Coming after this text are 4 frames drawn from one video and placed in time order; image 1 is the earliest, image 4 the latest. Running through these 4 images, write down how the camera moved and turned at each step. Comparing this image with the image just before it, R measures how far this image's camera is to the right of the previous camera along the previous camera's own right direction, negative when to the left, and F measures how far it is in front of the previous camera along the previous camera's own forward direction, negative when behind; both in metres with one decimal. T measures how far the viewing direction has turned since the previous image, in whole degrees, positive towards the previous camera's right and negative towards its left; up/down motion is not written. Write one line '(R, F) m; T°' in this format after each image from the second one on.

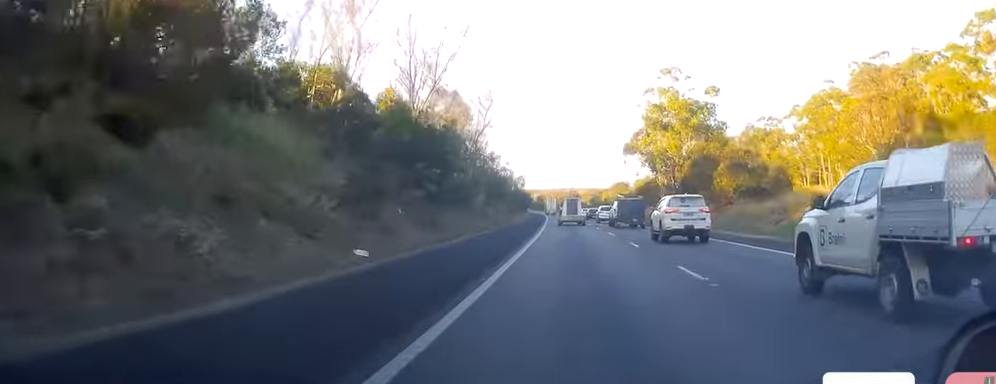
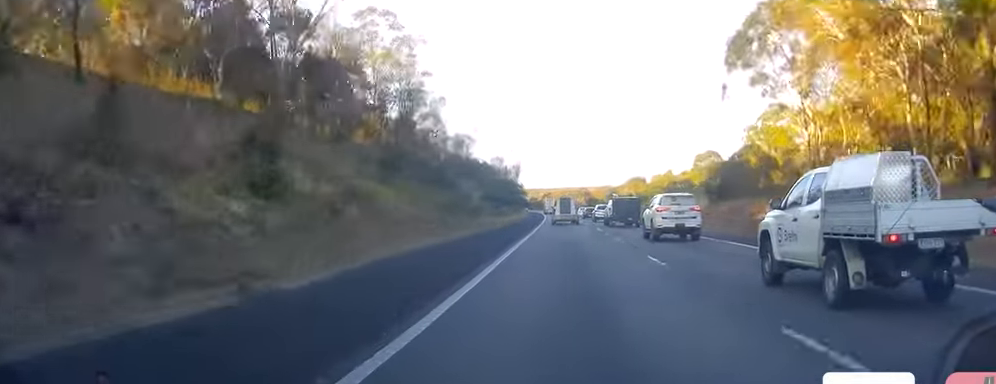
(-1.3, +57.0) m; -2°
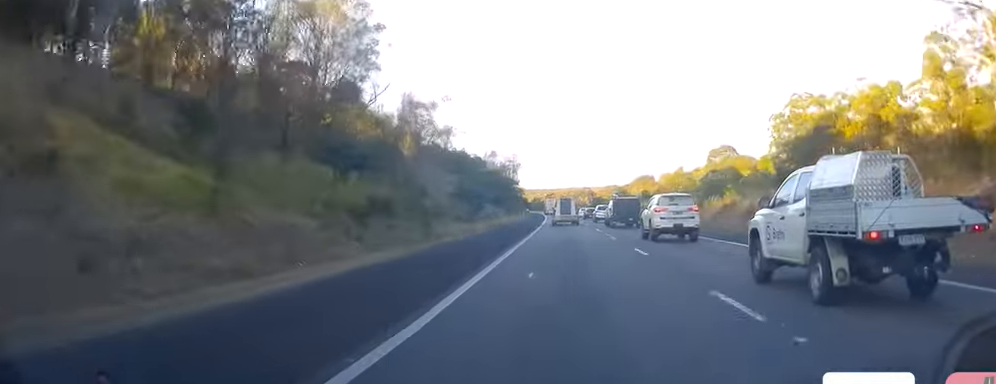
(+0.4, +20.5) m; 0°
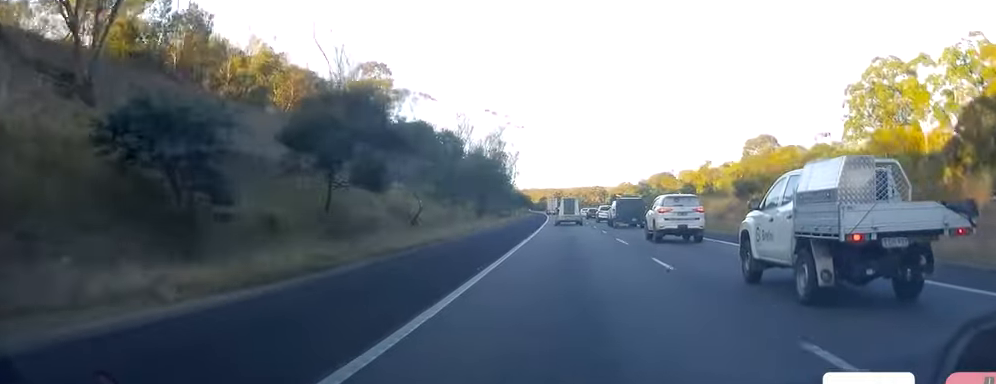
(-1.3, +40.6) m; -2°
